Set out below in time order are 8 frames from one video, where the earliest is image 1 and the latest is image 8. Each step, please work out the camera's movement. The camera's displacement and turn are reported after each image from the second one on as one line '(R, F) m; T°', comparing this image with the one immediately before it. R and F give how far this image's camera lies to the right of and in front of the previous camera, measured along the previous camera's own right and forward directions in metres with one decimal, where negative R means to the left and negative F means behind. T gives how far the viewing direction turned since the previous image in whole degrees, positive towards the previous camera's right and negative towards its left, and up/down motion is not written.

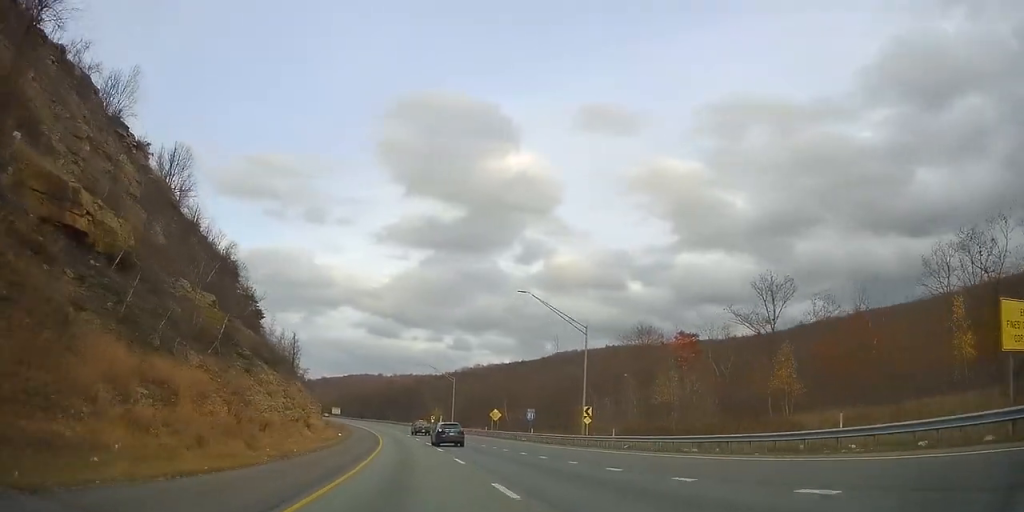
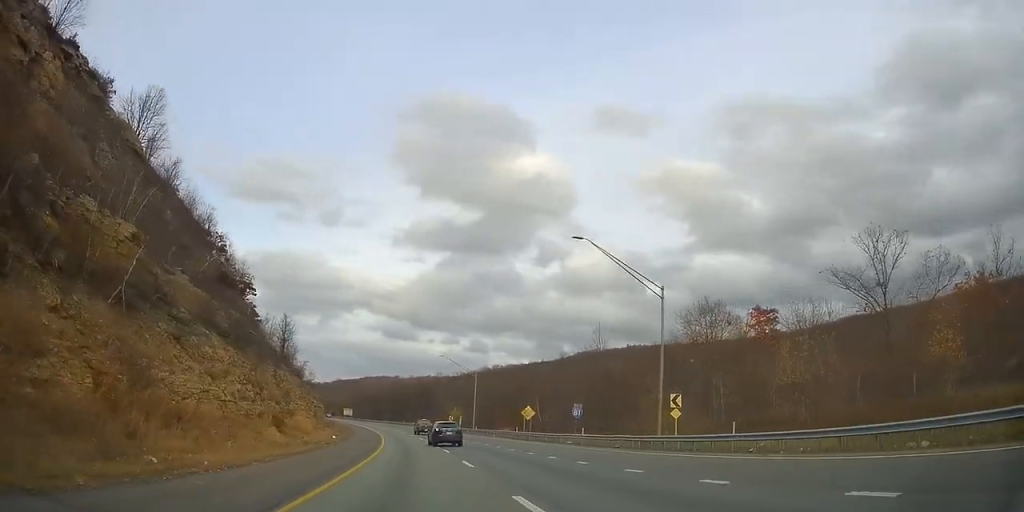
(0.0, +14.9) m; -2°
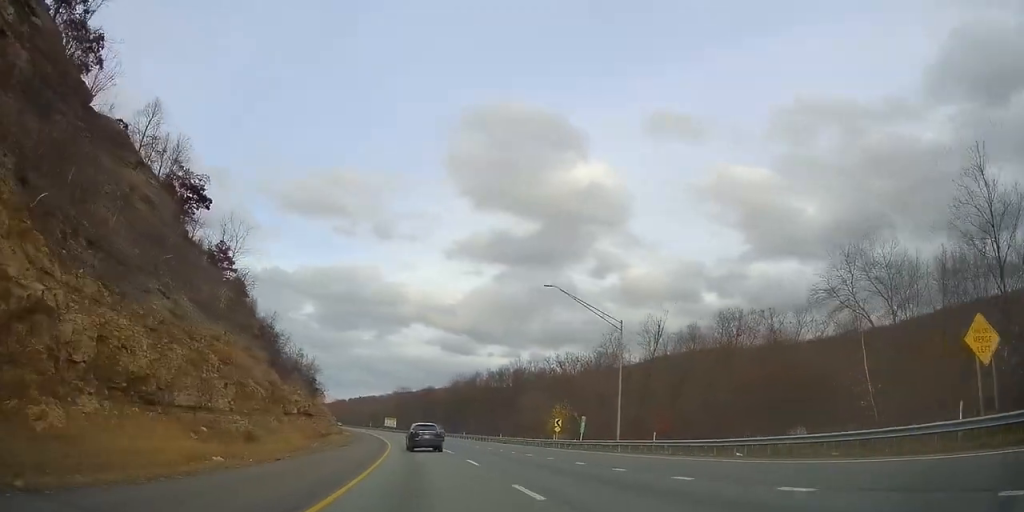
(-4.1, +56.8) m; -7°
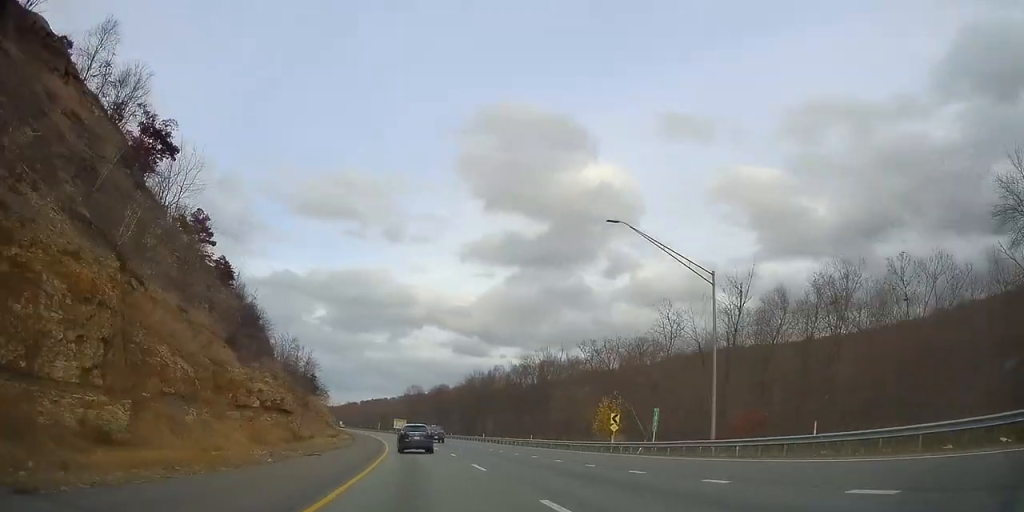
(+0.2, +15.3) m; -1°
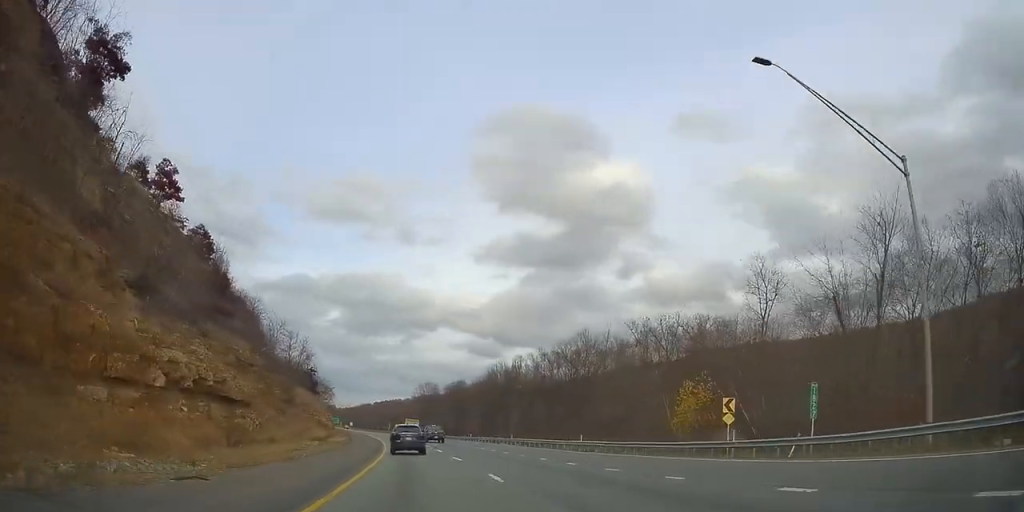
(-0.6, +16.2) m; -1°
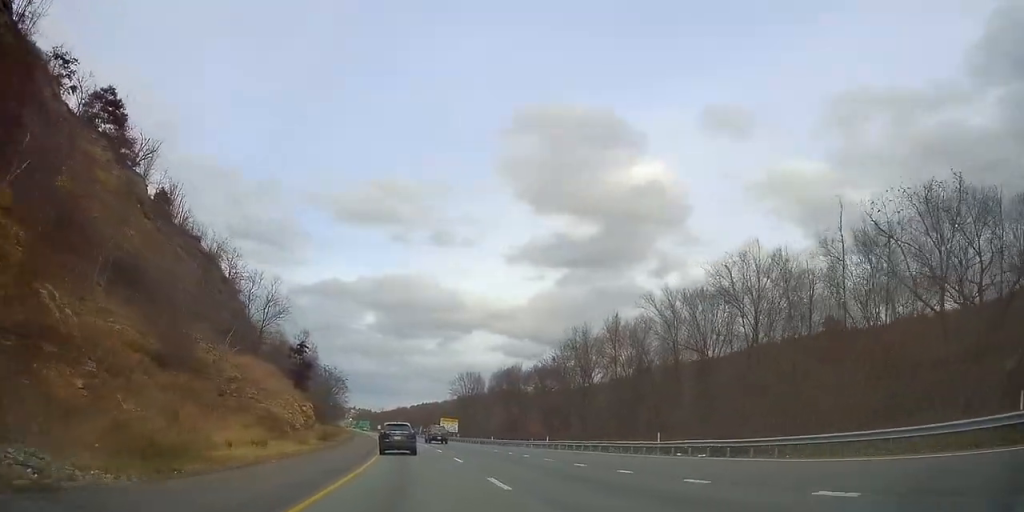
(-0.8, +37.9) m; -3°
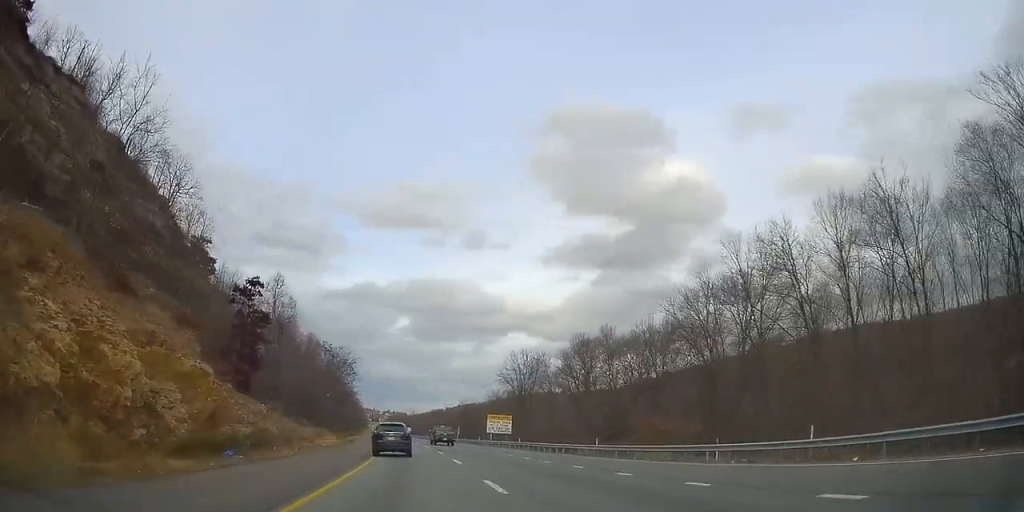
(-1.5, +36.5) m; -5°
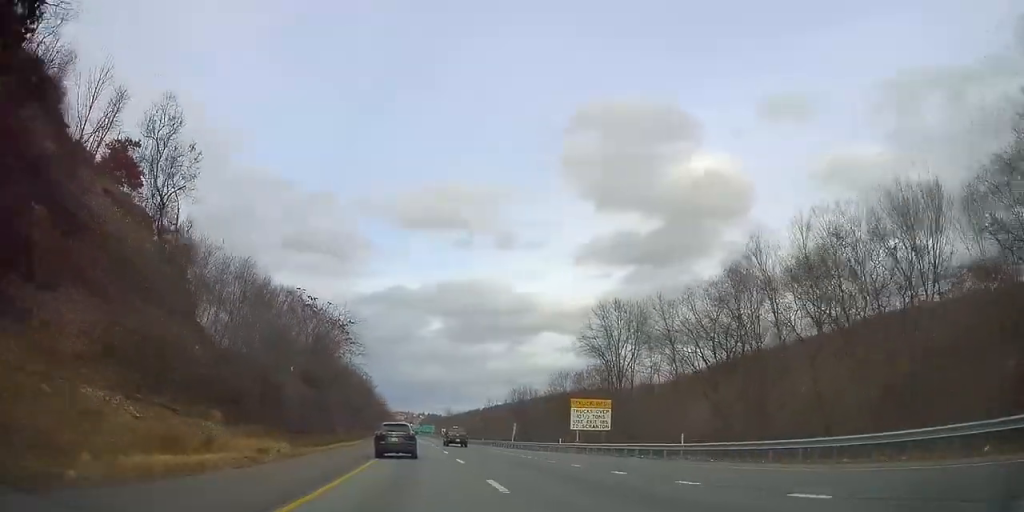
(-1.2, +35.4) m; -3°
